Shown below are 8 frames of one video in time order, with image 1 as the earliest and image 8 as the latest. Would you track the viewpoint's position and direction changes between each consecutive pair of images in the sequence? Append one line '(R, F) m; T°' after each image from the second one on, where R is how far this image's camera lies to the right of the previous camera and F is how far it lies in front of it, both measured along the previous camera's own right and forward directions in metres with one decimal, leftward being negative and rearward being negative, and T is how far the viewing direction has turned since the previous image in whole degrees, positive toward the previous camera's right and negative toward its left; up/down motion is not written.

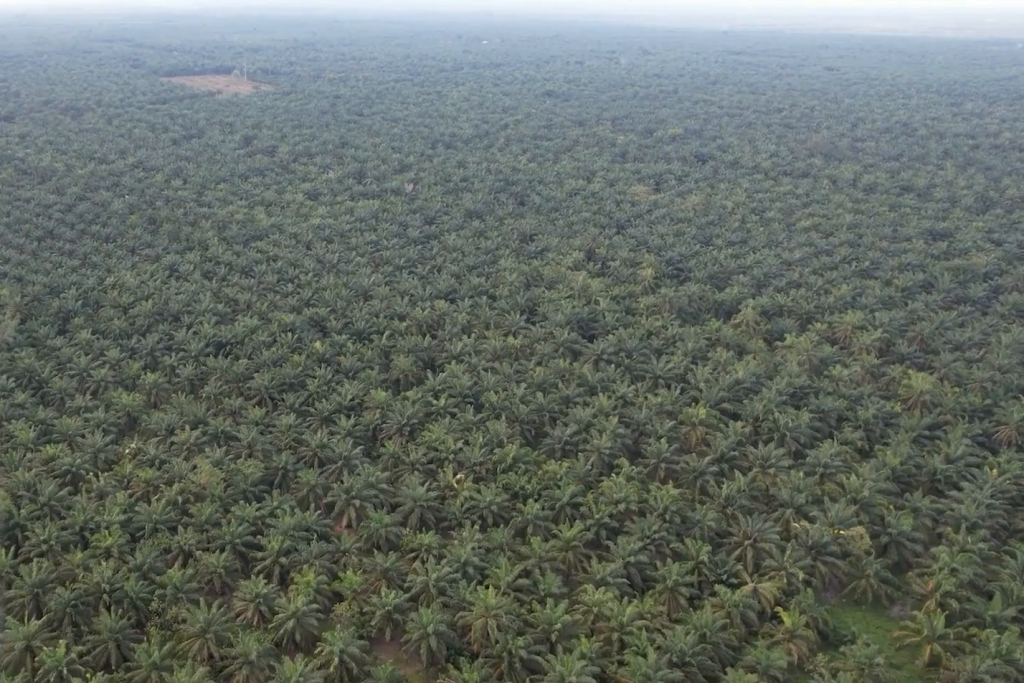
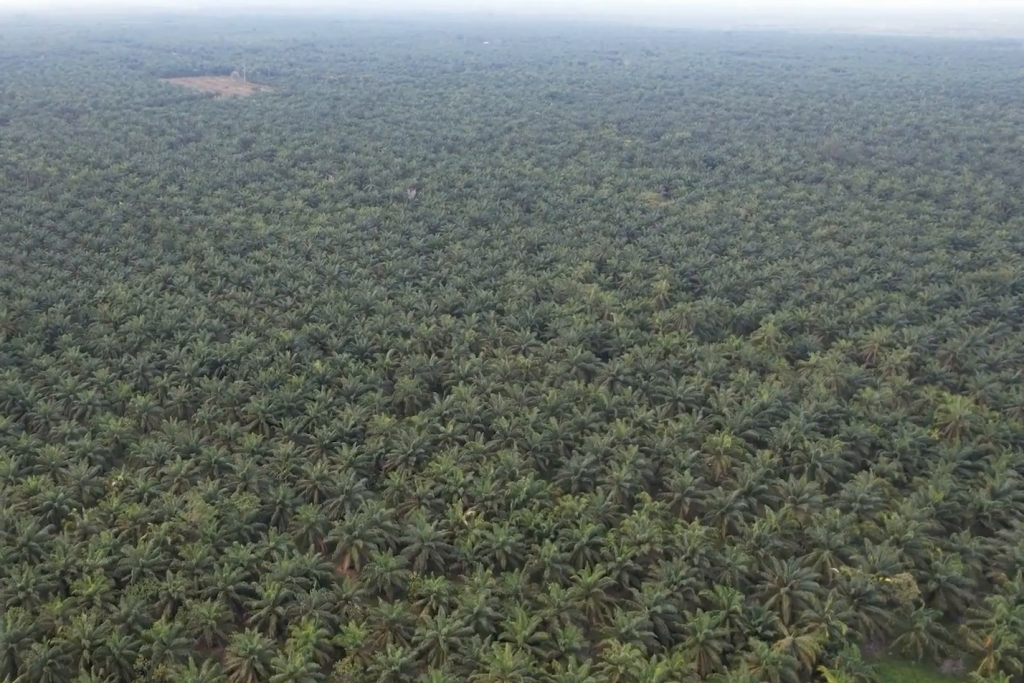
(0.0, +13.1) m; 0°
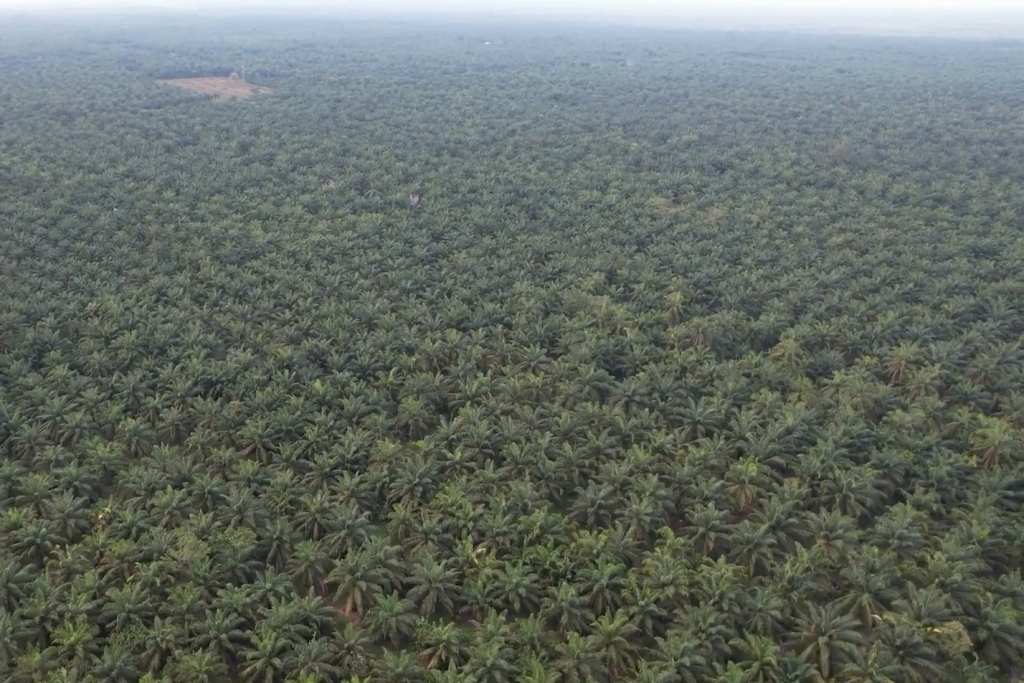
(0.0, +11.3) m; 0°
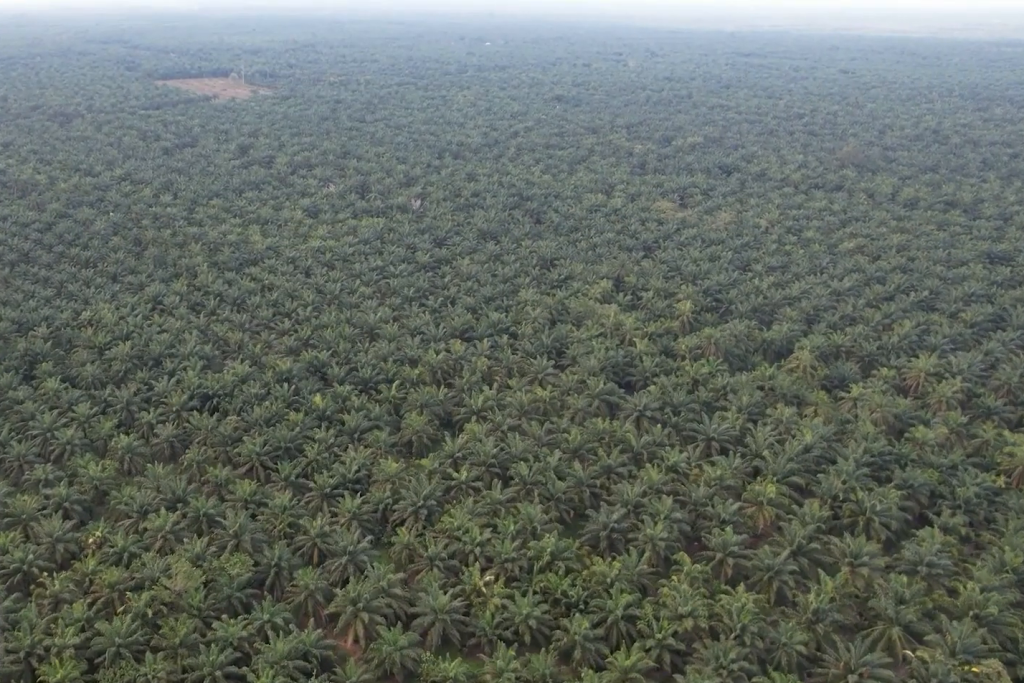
(0.0, +7.7) m; 0°
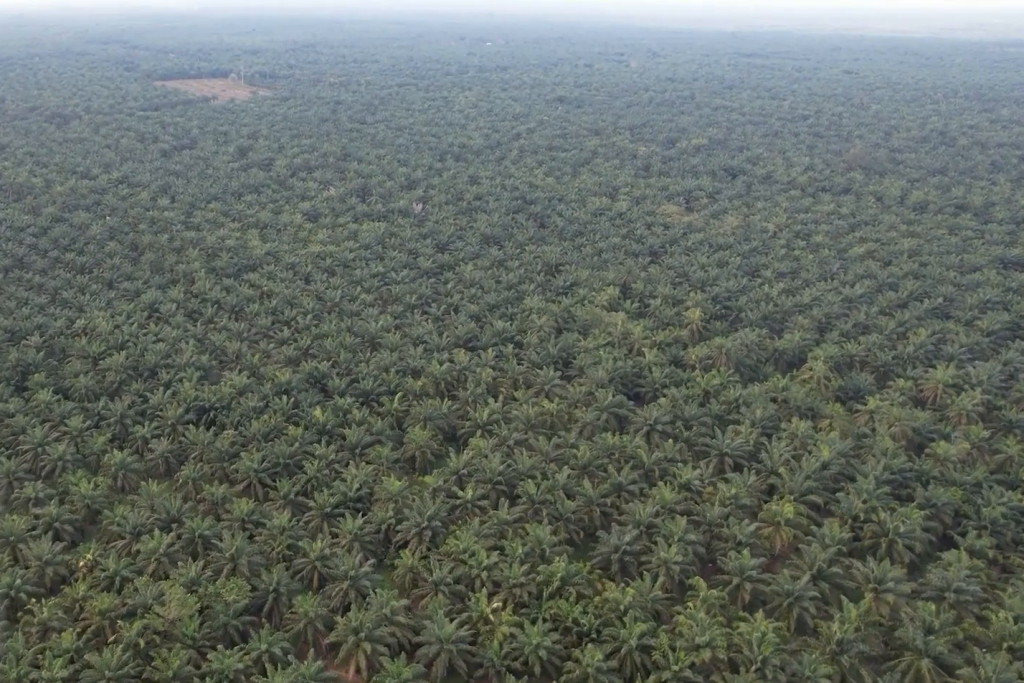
(0.0, +6.6) m; 0°
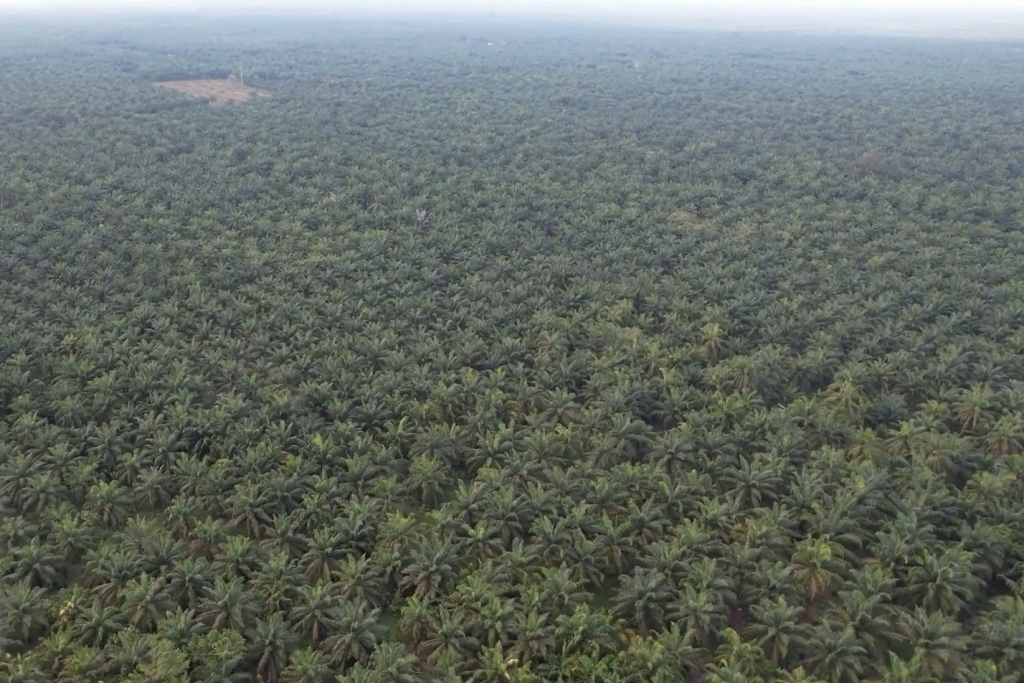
(0.0, +12.6) m; 0°
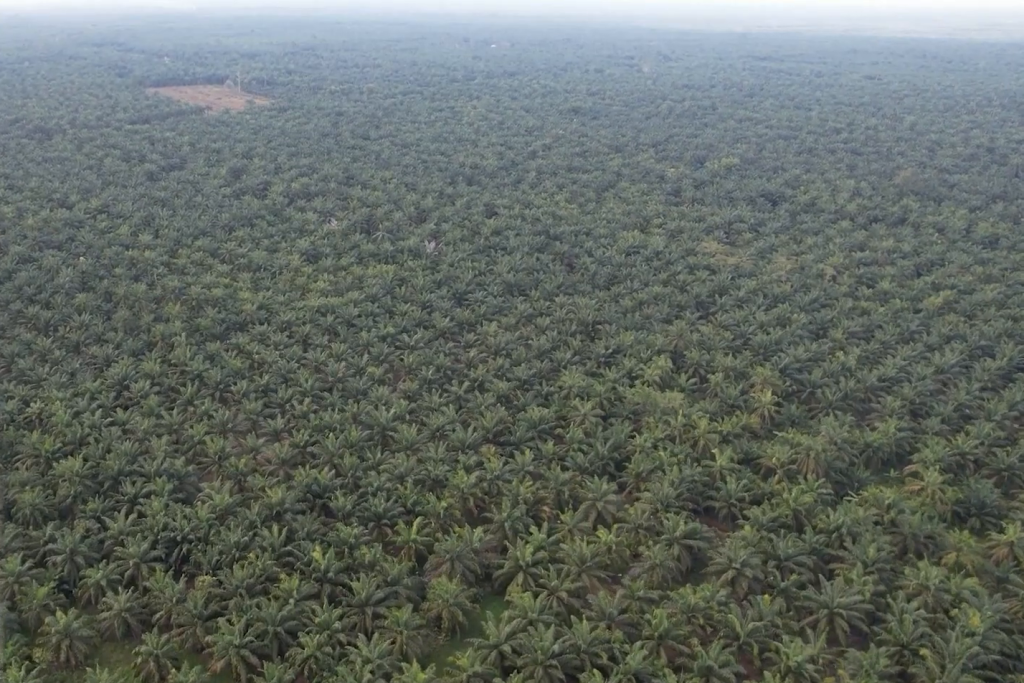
(+0.1, +32.5) m; 0°
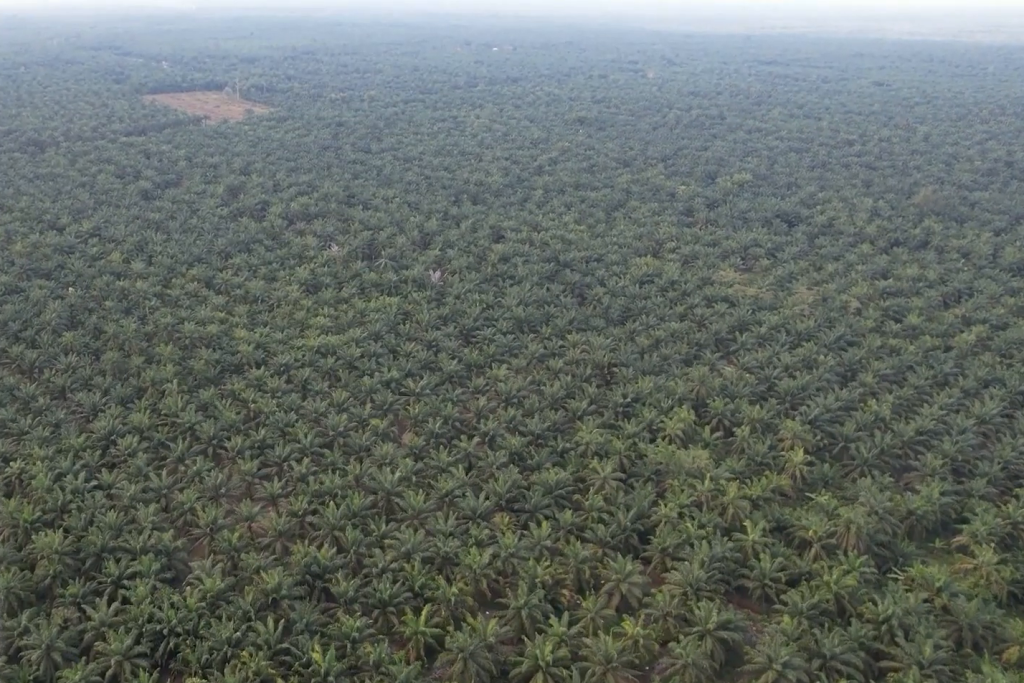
(0.0, +18.1) m; 0°
